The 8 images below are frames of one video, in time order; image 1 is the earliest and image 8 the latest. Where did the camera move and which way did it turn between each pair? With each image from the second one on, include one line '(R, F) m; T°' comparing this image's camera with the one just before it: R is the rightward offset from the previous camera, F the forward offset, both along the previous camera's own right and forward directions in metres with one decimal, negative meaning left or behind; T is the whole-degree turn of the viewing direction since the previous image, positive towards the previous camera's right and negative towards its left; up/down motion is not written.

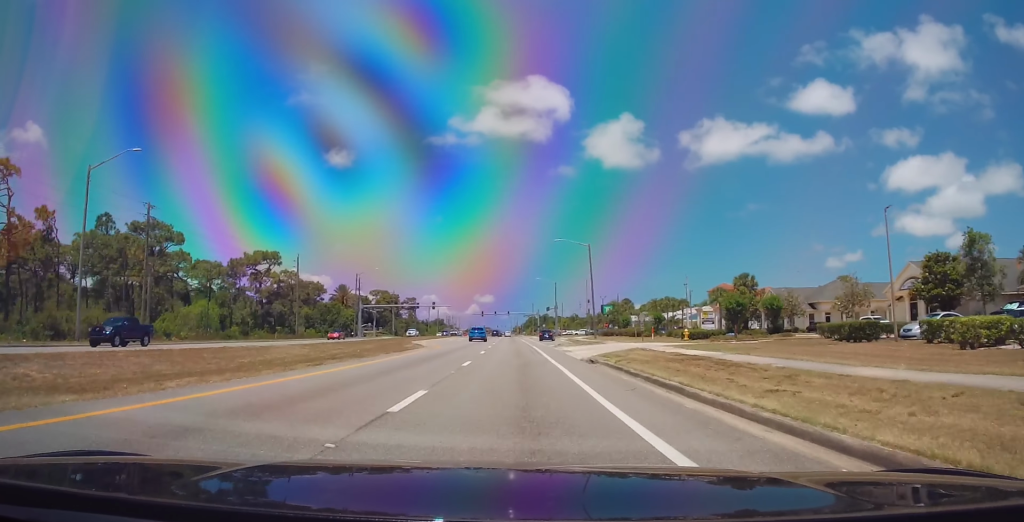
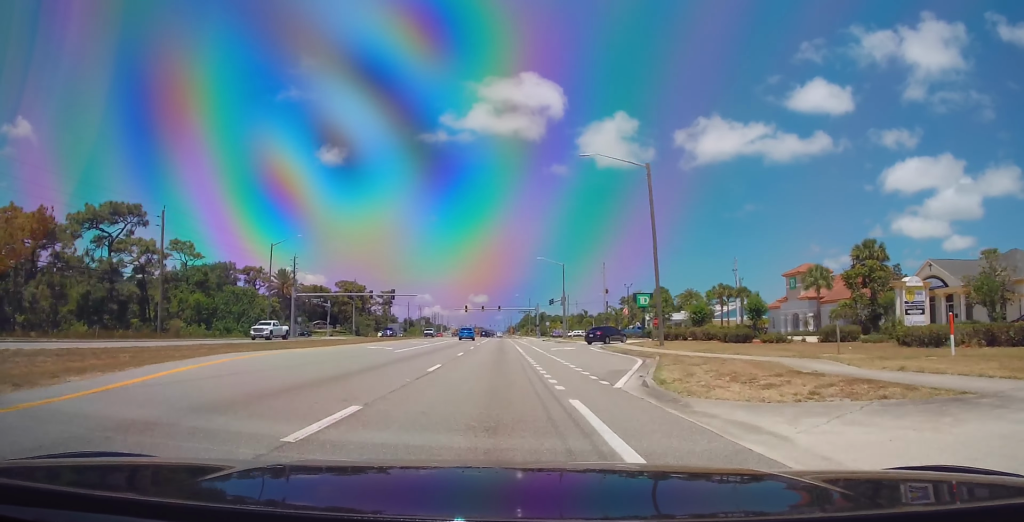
(0.0, +40.0) m; -1°
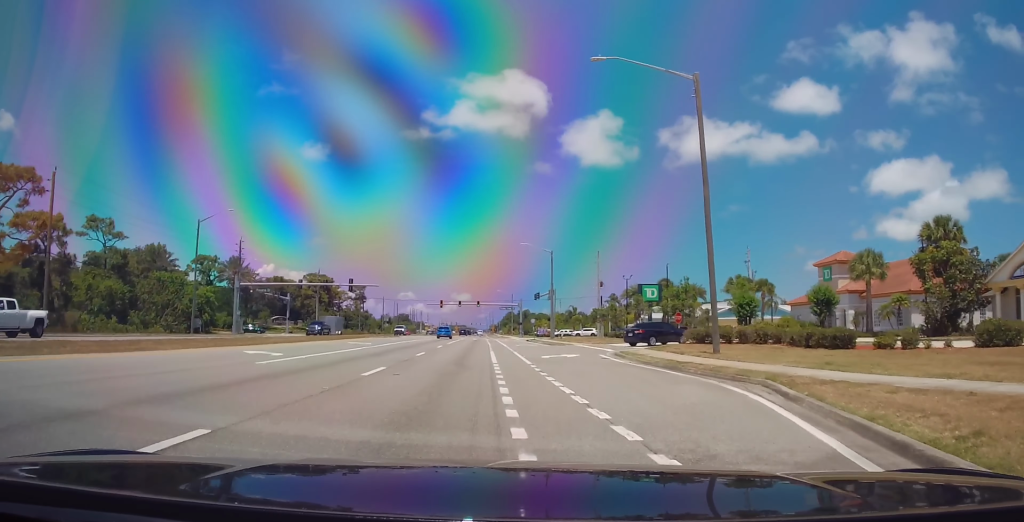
(-0.2, +15.8) m; +1°
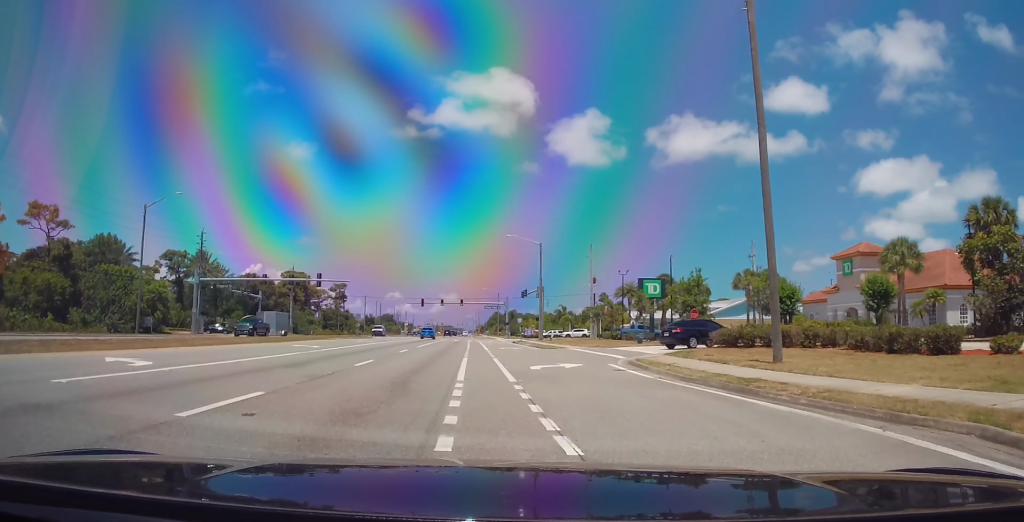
(-0.2, +8.2) m; +2°
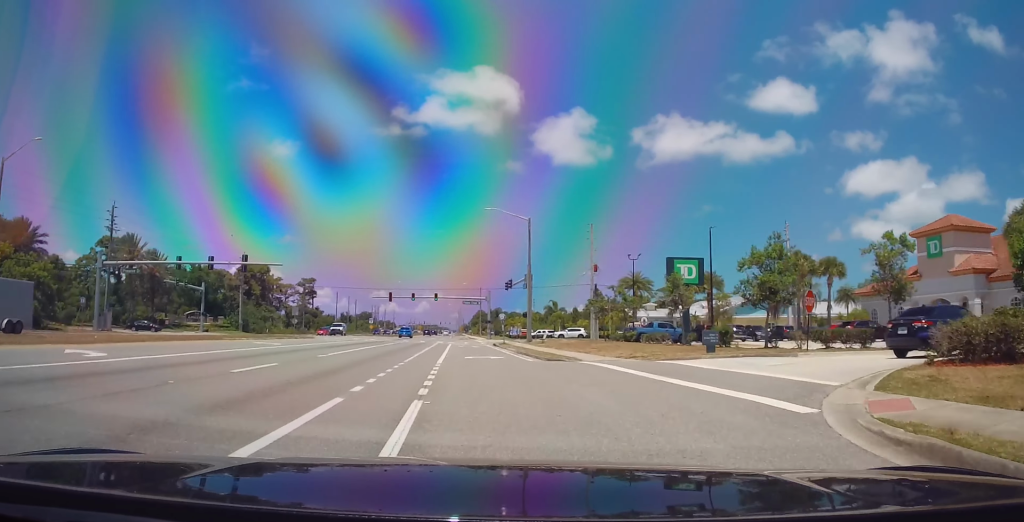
(+1.0, +17.9) m; +2°
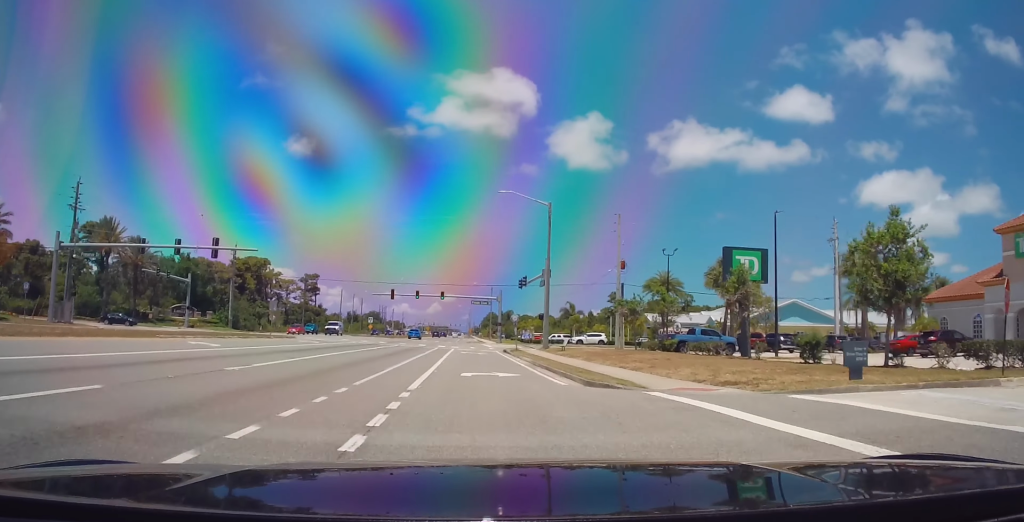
(-0.3, +9.1) m; -1°
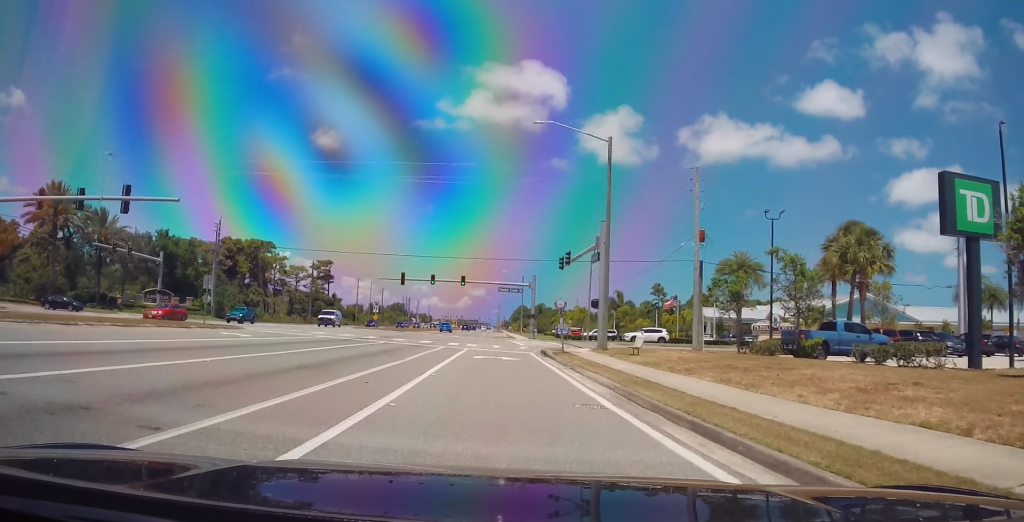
(-0.1, +17.0) m; -2°
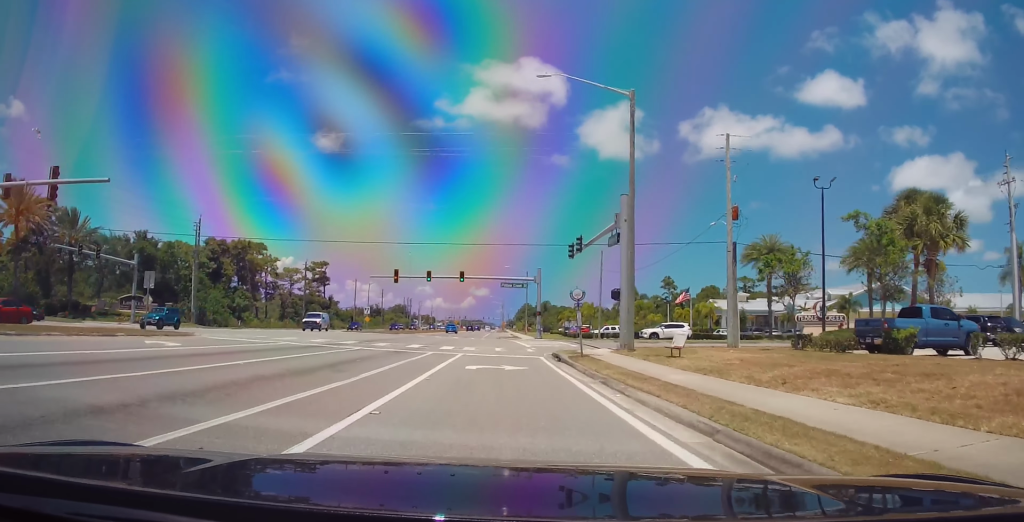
(-0.1, +6.7) m; -1°
